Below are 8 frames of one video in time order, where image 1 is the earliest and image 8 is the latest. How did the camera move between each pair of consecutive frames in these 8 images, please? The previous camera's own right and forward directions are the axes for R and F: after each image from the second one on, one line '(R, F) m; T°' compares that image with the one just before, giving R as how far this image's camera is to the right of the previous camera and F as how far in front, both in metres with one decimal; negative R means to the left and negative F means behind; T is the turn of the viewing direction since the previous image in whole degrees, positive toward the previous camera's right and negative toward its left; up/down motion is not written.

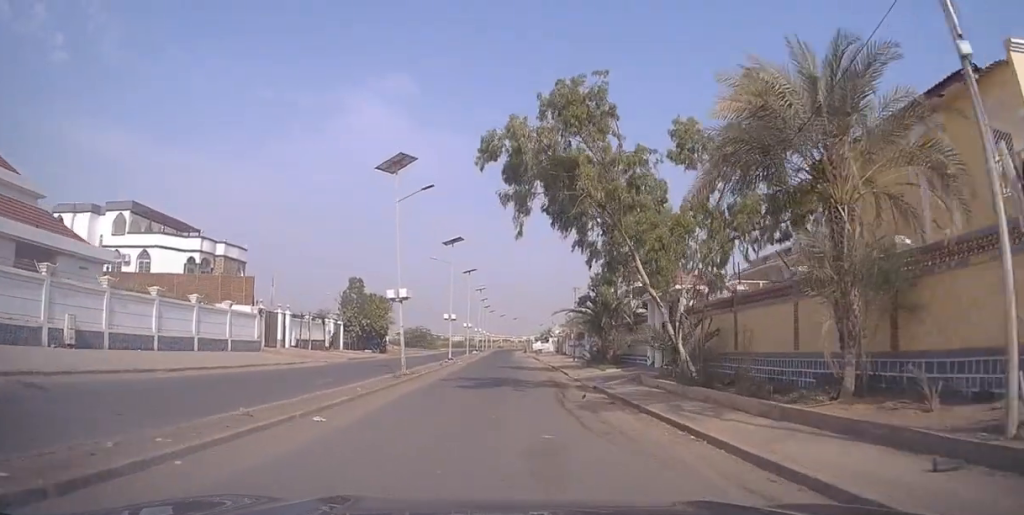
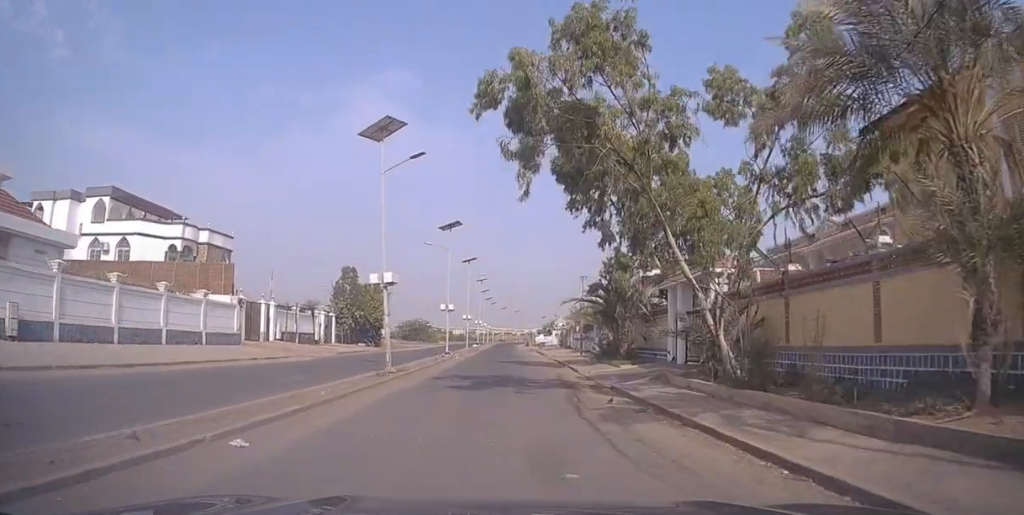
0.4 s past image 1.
(0.0, +2.9) m; +1°
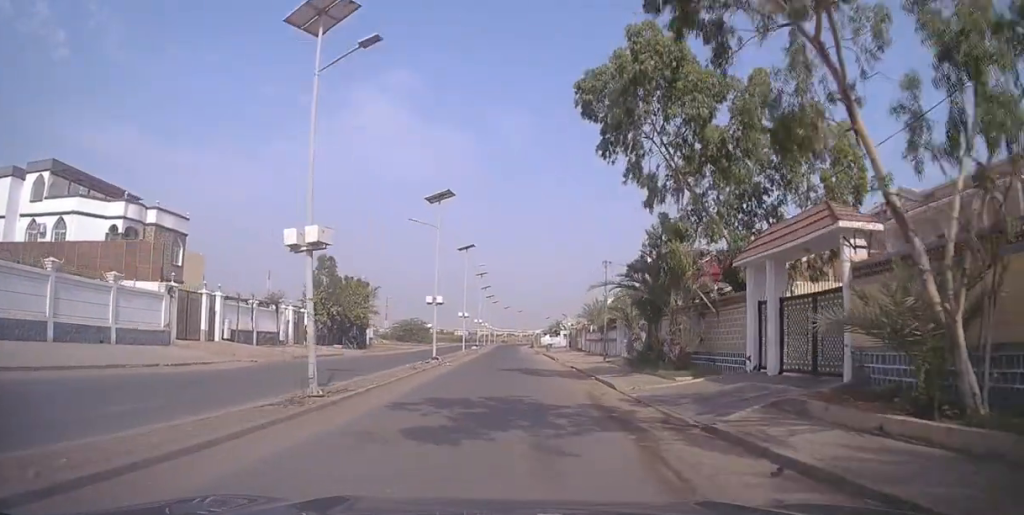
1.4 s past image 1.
(+0.1, +7.3) m; +1°
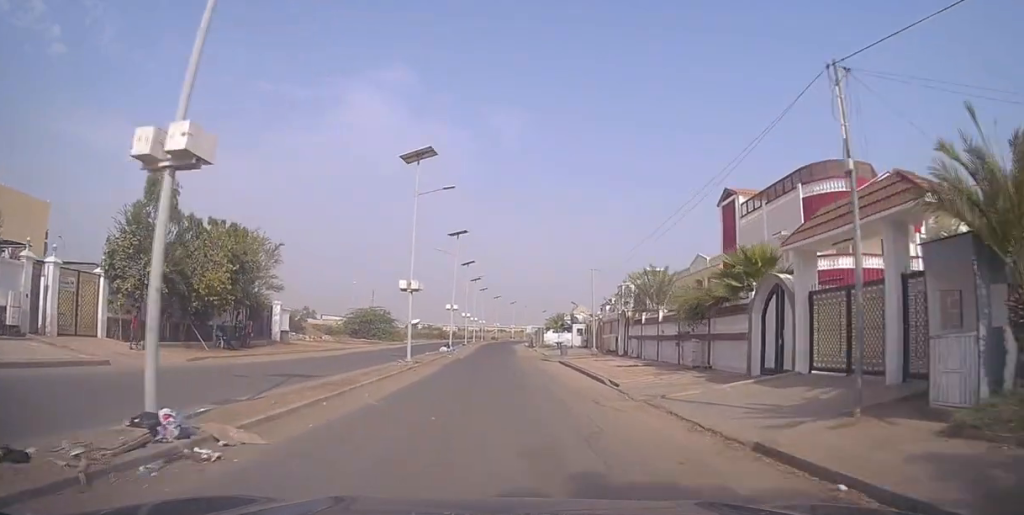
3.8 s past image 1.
(-0.7, +23.2) m; -4°
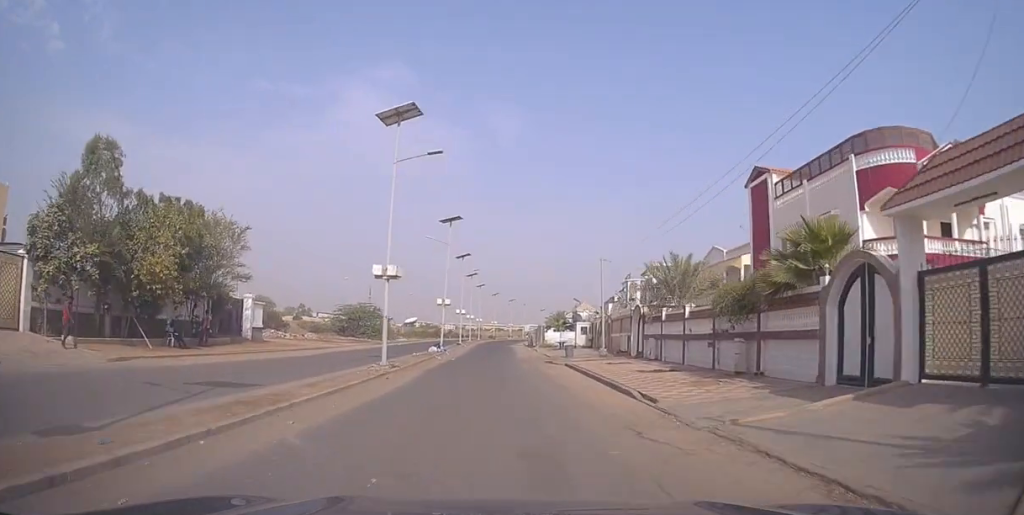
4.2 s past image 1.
(0.0, +5.0) m; 0°
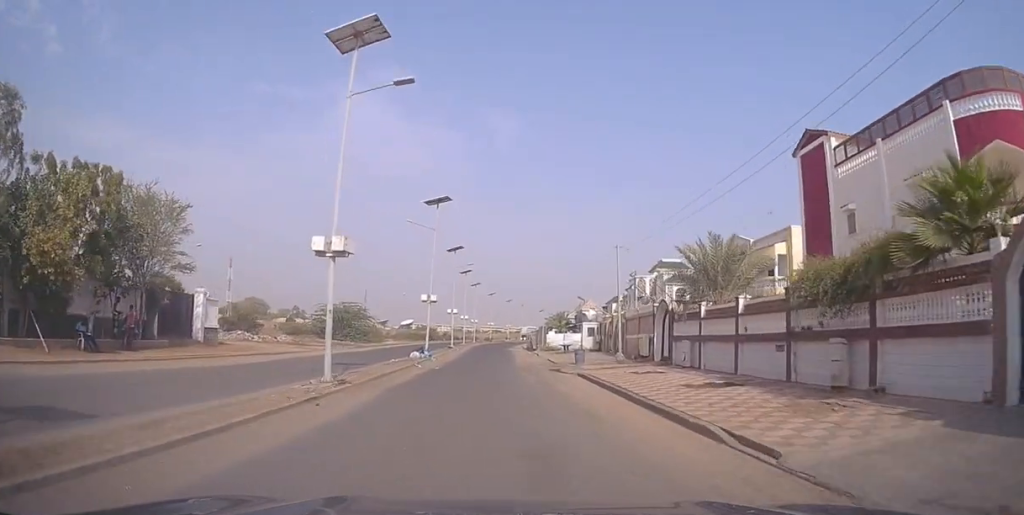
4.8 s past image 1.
(0.0, +6.5) m; 0°
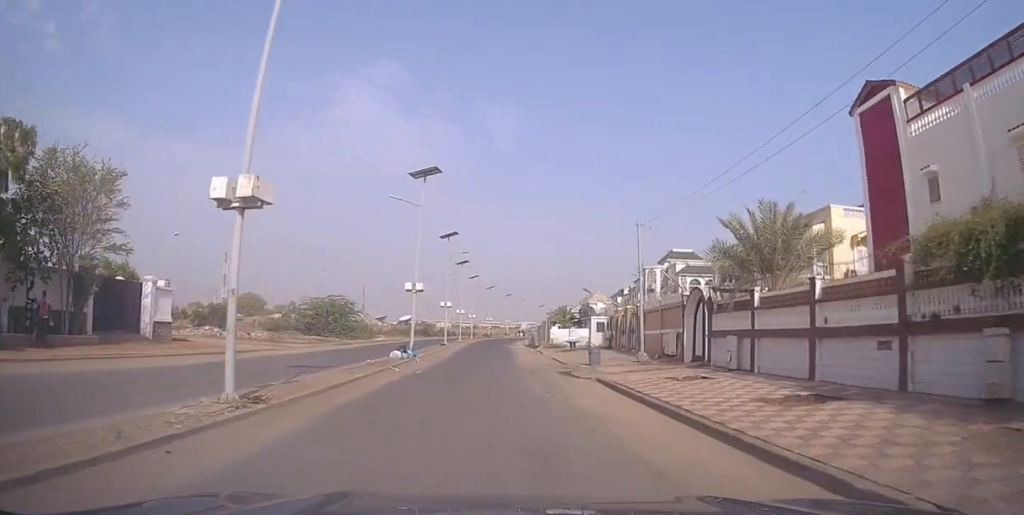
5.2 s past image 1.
(0.0, +5.4) m; +1°
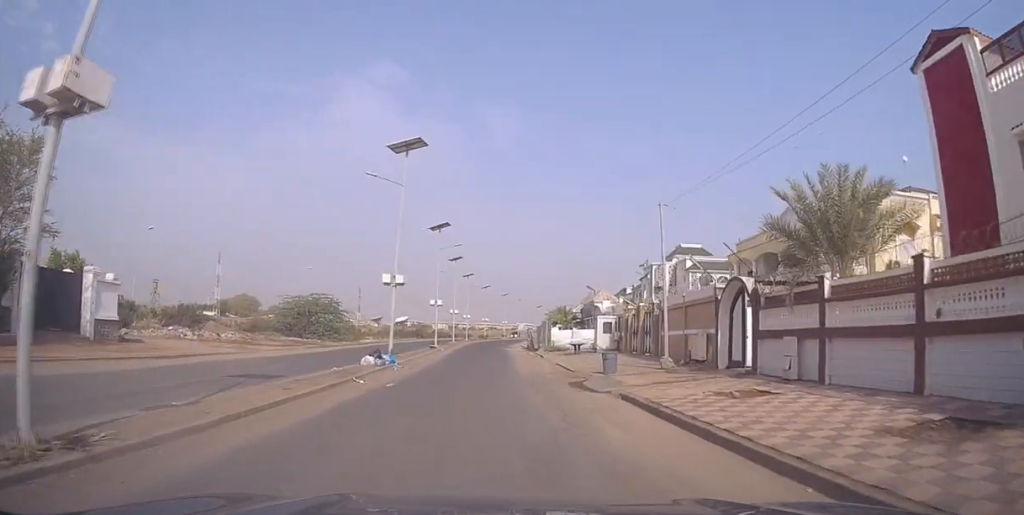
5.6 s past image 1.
(-0.1, +4.6) m; +1°
